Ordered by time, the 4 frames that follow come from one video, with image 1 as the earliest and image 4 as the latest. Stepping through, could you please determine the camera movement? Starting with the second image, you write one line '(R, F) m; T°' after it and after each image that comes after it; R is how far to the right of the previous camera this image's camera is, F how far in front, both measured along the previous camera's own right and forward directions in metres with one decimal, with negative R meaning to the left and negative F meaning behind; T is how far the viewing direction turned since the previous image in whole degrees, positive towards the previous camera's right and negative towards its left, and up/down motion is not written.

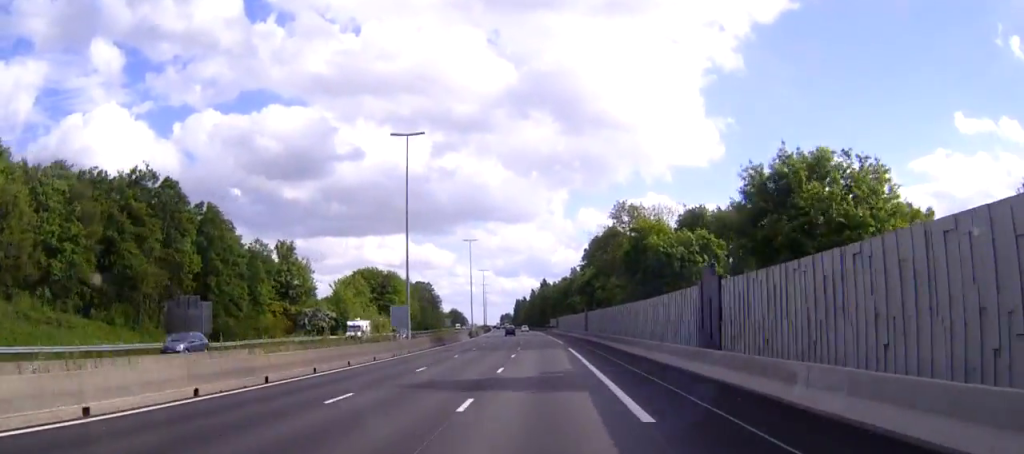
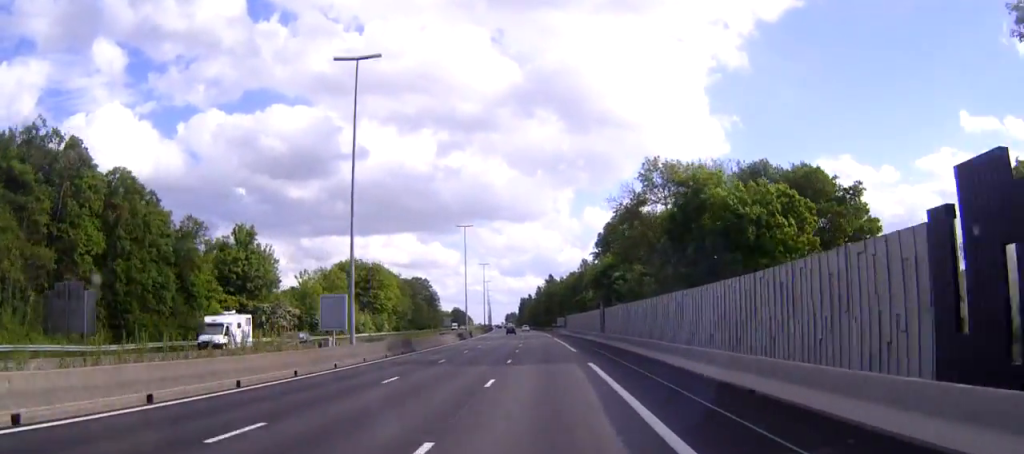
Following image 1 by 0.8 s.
(0.0, +19.7) m; 0°
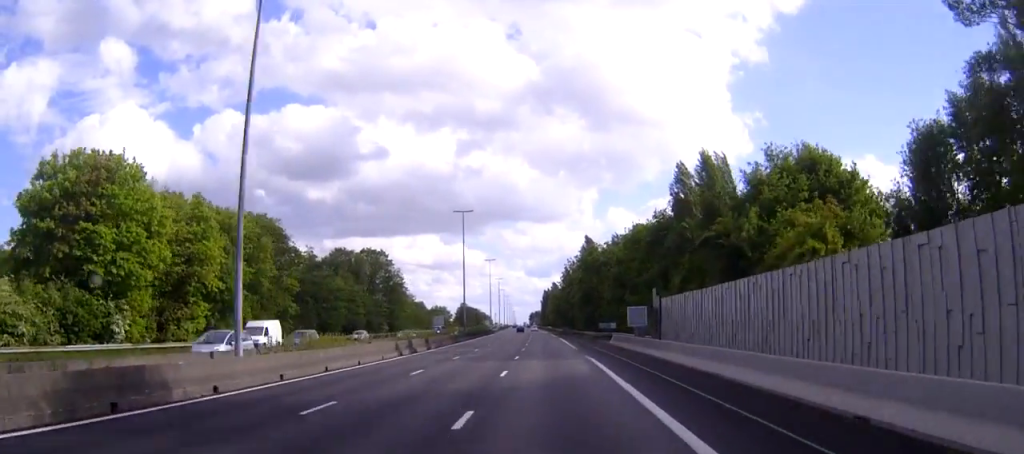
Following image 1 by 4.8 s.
(-2.2, +98.3) m; -2°
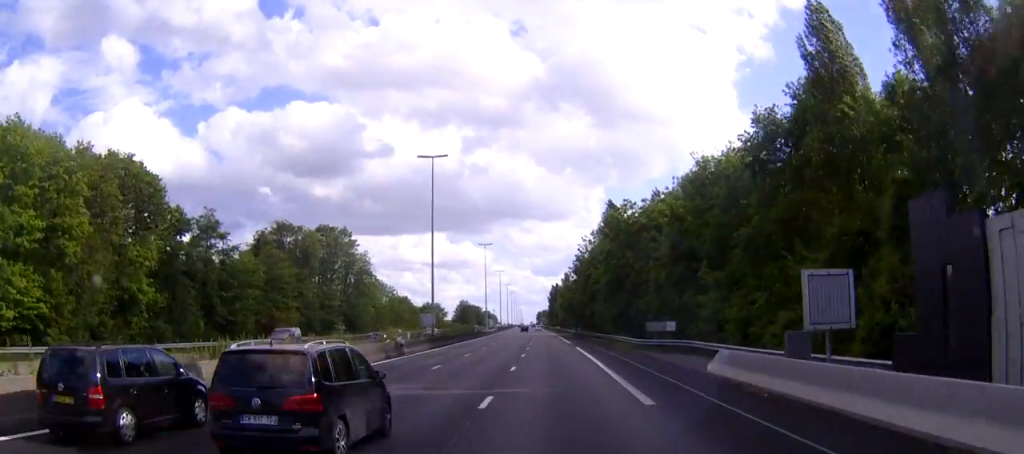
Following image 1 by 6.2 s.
(-0.2, +34.6) m; -1°
